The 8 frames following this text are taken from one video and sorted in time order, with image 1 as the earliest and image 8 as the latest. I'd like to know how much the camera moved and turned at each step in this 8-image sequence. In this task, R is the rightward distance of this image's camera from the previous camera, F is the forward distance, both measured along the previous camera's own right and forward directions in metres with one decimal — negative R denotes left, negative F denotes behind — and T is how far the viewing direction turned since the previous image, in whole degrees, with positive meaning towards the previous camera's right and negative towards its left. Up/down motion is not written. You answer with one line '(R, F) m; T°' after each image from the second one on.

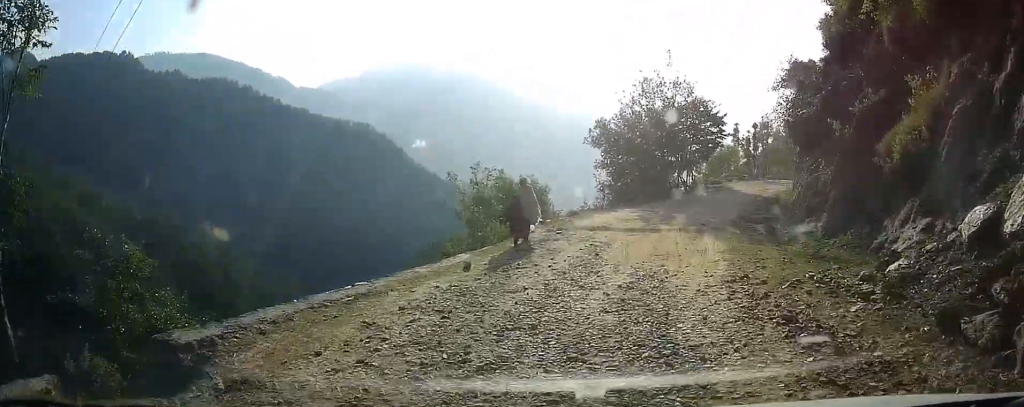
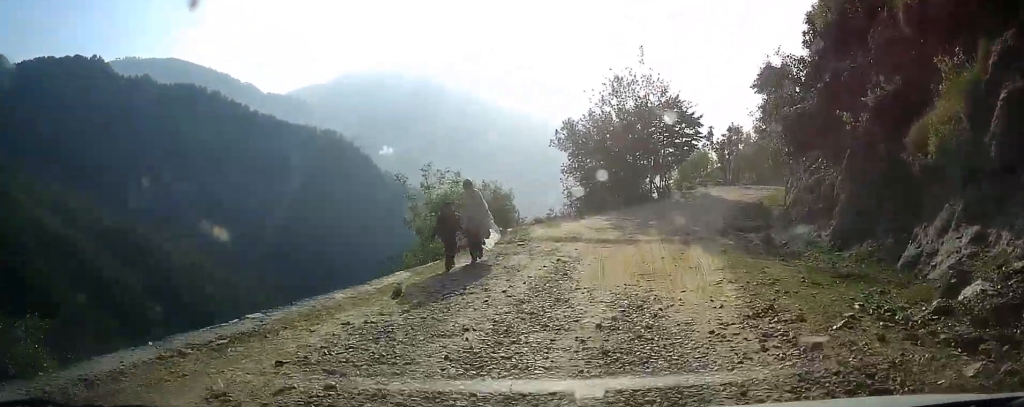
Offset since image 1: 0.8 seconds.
(+0.1, +2.5) m; +4°
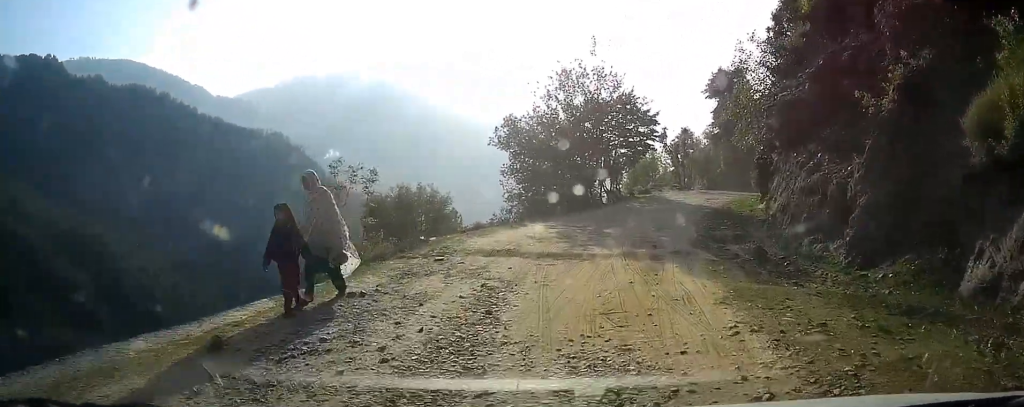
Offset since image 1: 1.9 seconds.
(+0.1, +3.5) m; +1°
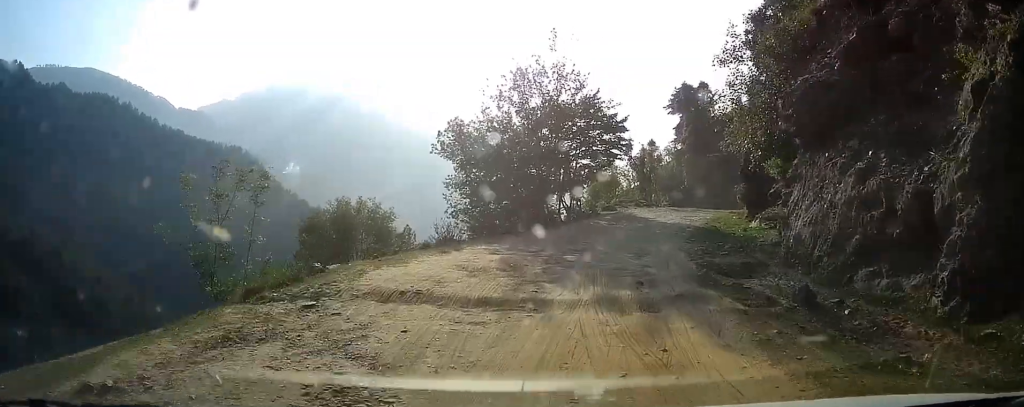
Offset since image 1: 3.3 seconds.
(+0.1, +4.3) m; +1°
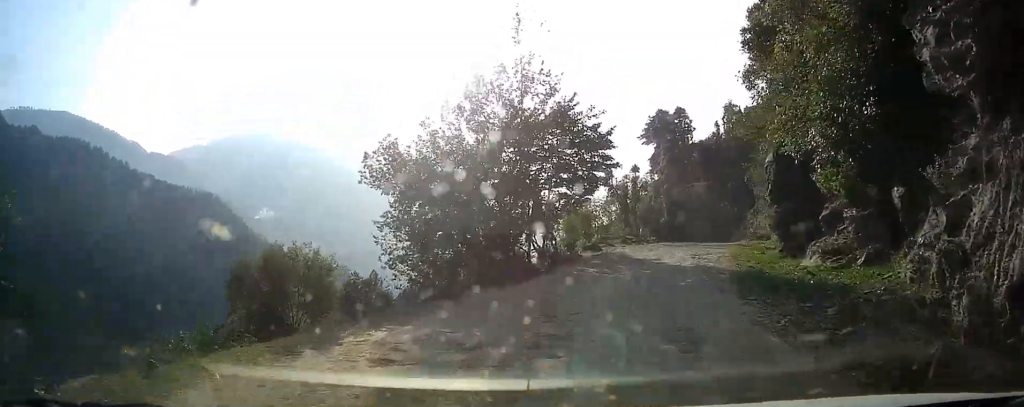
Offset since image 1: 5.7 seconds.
(+0.1, +7.0) m; +6°
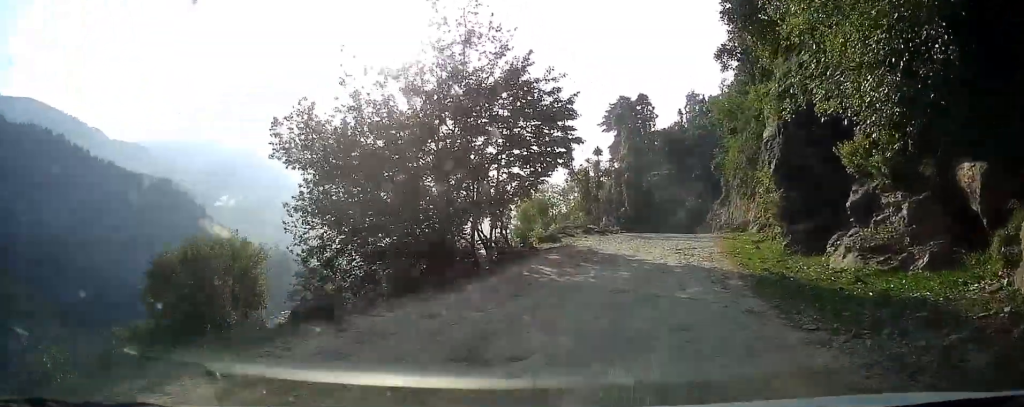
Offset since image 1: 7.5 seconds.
(+0.3, +4.9) m; +7°
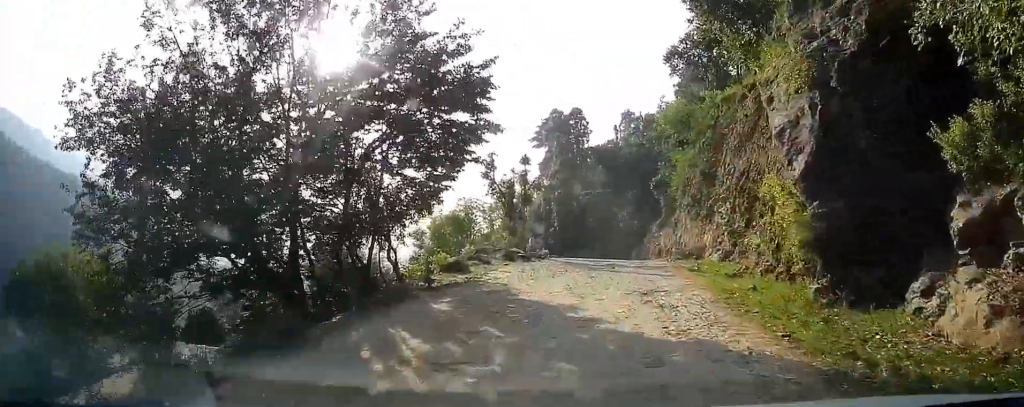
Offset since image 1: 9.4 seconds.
(+0.4, +5.2) m; +4°
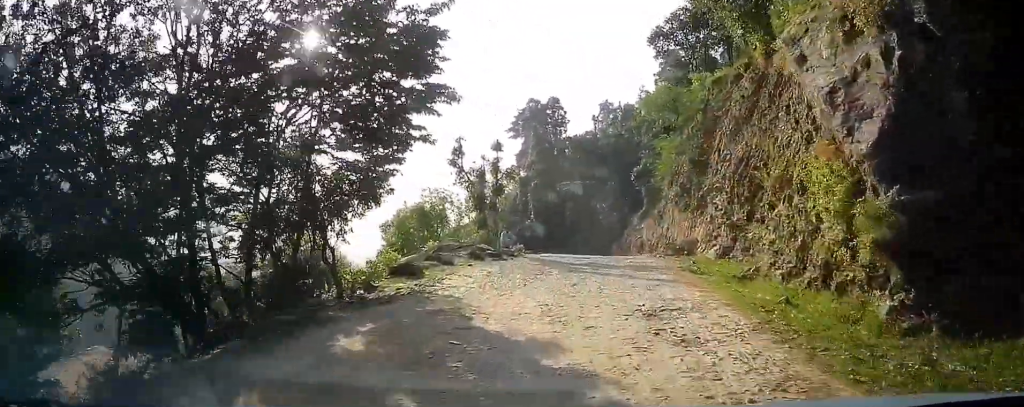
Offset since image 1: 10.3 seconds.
(-0.1, +2.7) m; +1°
